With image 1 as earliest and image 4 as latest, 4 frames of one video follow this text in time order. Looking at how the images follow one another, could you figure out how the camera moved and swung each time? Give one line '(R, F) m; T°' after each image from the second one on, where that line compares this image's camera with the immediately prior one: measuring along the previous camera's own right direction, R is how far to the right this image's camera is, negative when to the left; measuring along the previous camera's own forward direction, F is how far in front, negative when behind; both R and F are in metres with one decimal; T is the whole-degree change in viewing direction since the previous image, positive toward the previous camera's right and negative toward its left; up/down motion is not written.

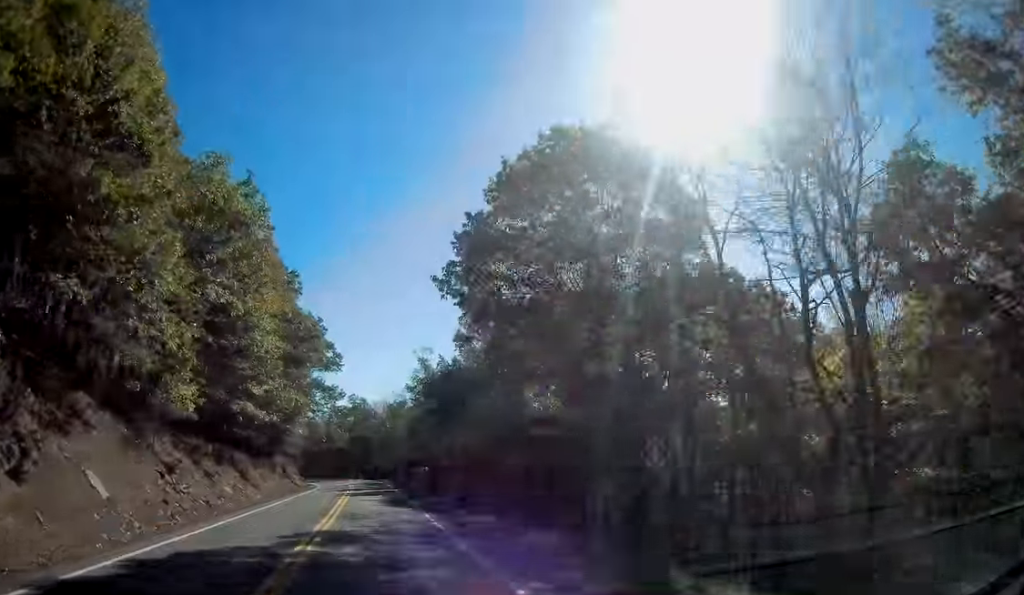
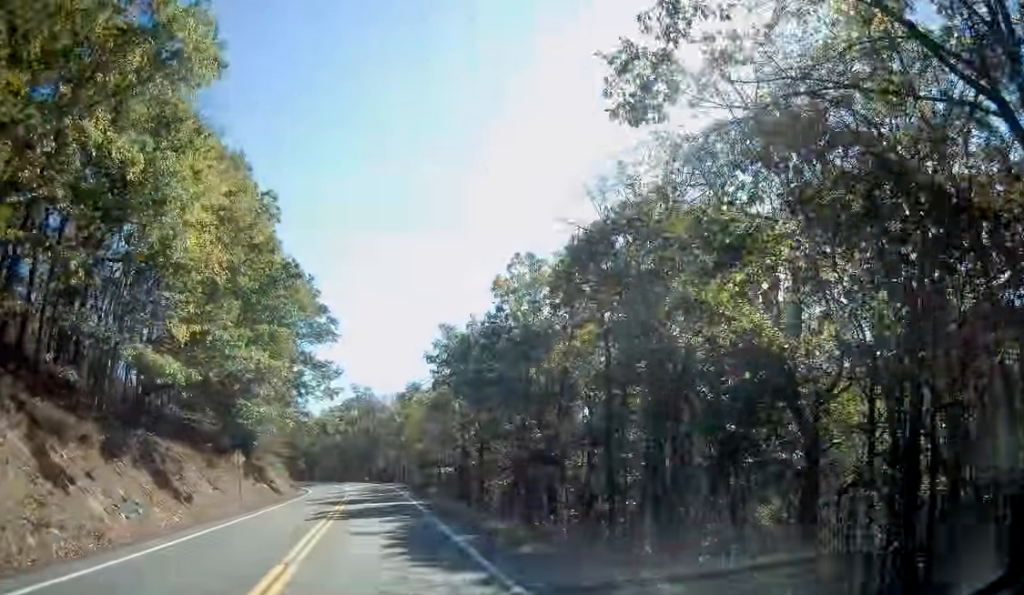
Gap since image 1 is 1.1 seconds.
(-0.1, +19.1) m; 0°
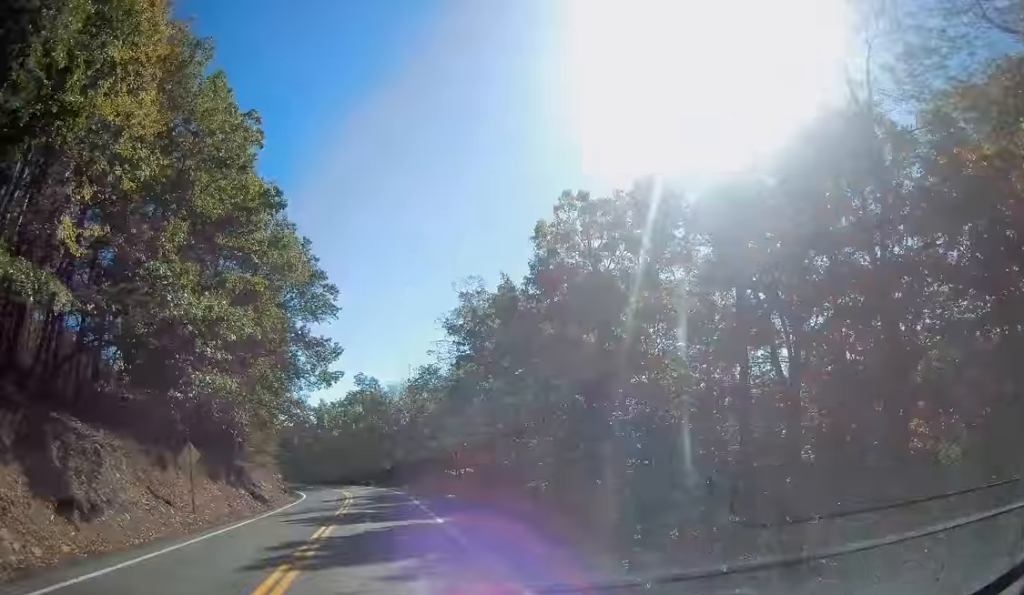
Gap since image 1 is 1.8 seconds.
(+0.1, +11.2) m; -1°
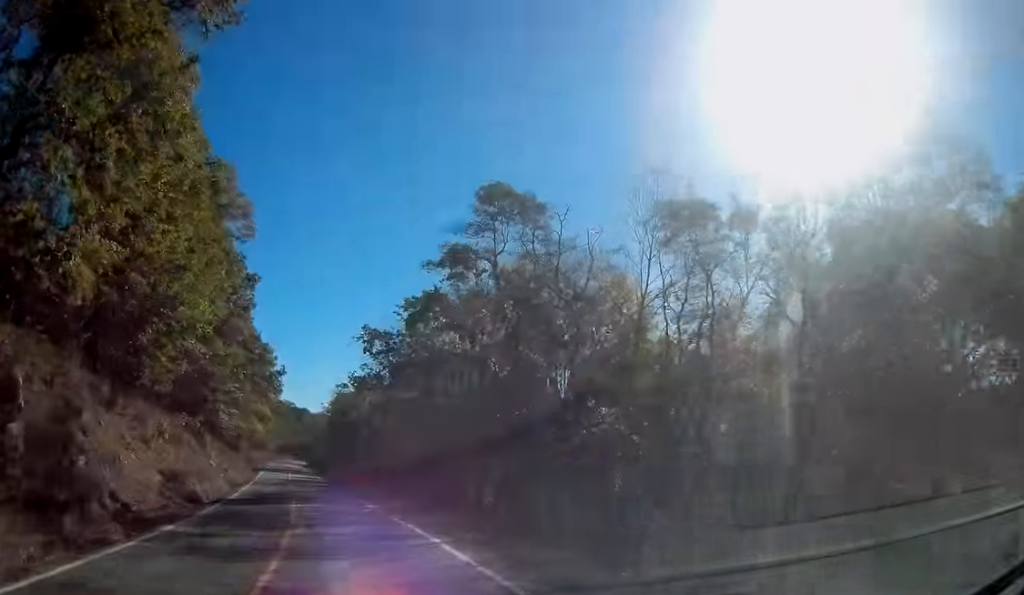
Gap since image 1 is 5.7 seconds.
(-3.9, +64.6) m; -10°
